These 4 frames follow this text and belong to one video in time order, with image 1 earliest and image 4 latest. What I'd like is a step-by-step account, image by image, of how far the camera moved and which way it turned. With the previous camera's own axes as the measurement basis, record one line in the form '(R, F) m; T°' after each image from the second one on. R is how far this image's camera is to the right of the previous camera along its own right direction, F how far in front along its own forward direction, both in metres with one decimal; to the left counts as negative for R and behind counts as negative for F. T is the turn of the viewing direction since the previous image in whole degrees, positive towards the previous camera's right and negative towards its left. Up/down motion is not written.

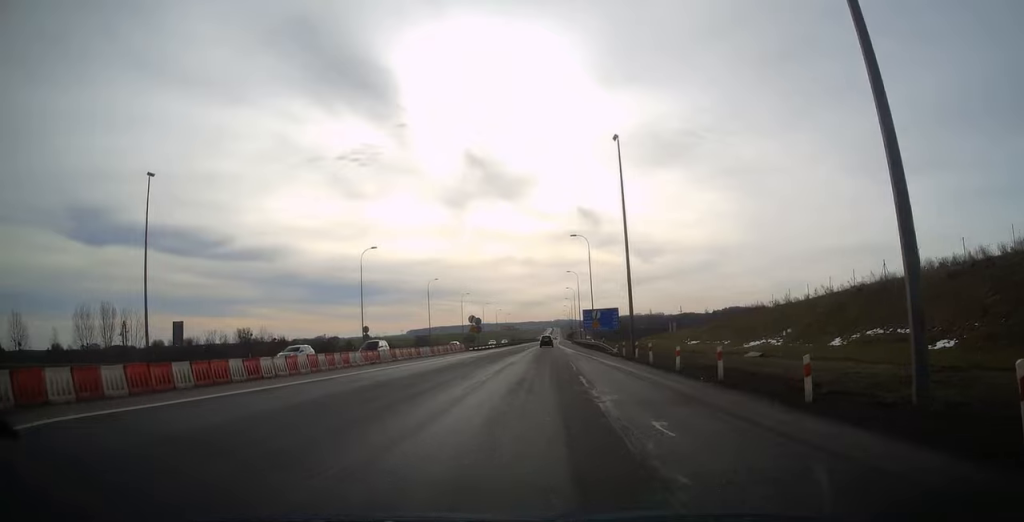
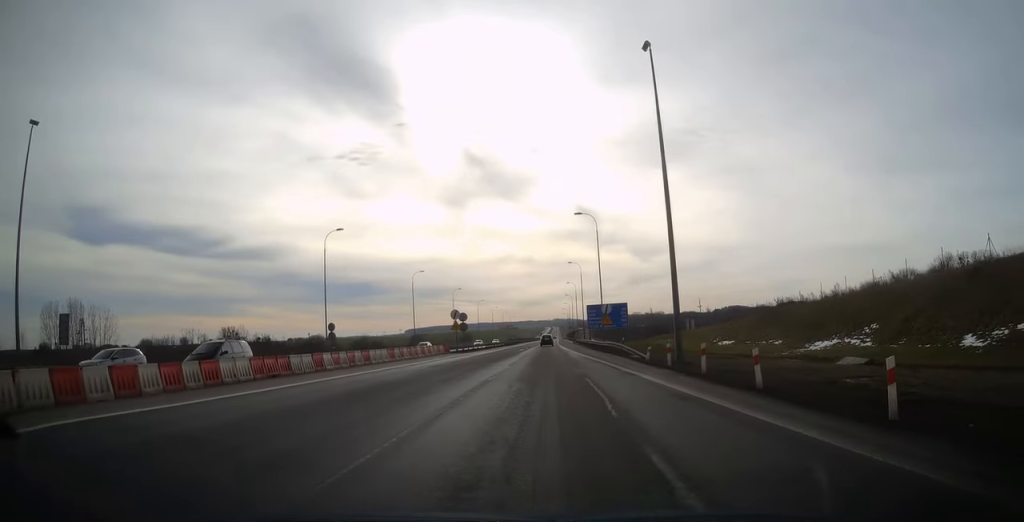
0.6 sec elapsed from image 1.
(+0.1, +13.1) m; 0°
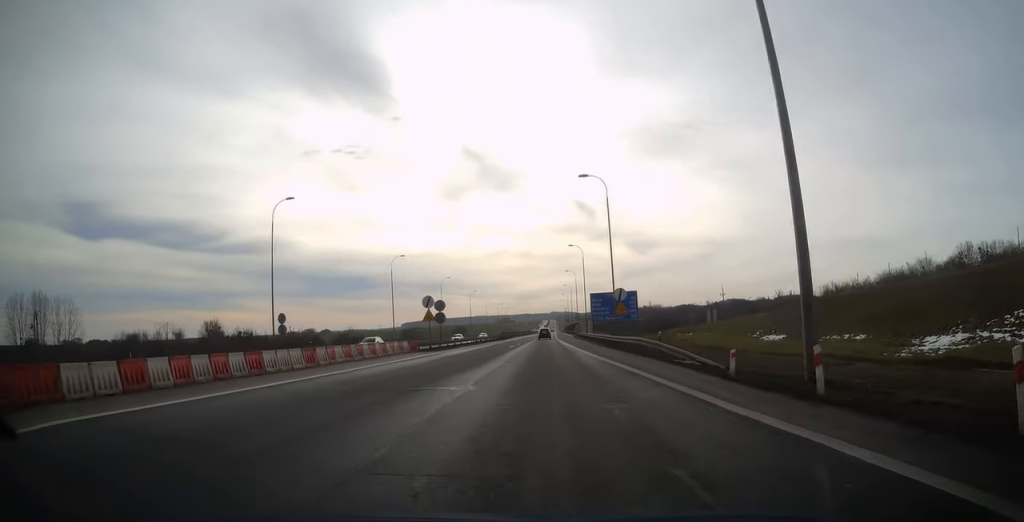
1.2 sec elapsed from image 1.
(0.0, +12.7) m; 0°
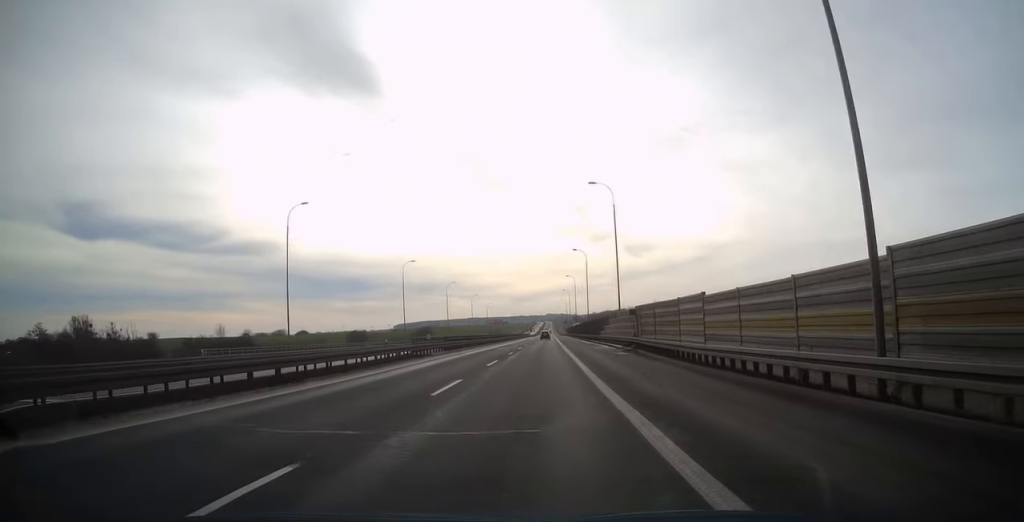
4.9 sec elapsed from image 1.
(+0.6, +82.0) m; +1°
